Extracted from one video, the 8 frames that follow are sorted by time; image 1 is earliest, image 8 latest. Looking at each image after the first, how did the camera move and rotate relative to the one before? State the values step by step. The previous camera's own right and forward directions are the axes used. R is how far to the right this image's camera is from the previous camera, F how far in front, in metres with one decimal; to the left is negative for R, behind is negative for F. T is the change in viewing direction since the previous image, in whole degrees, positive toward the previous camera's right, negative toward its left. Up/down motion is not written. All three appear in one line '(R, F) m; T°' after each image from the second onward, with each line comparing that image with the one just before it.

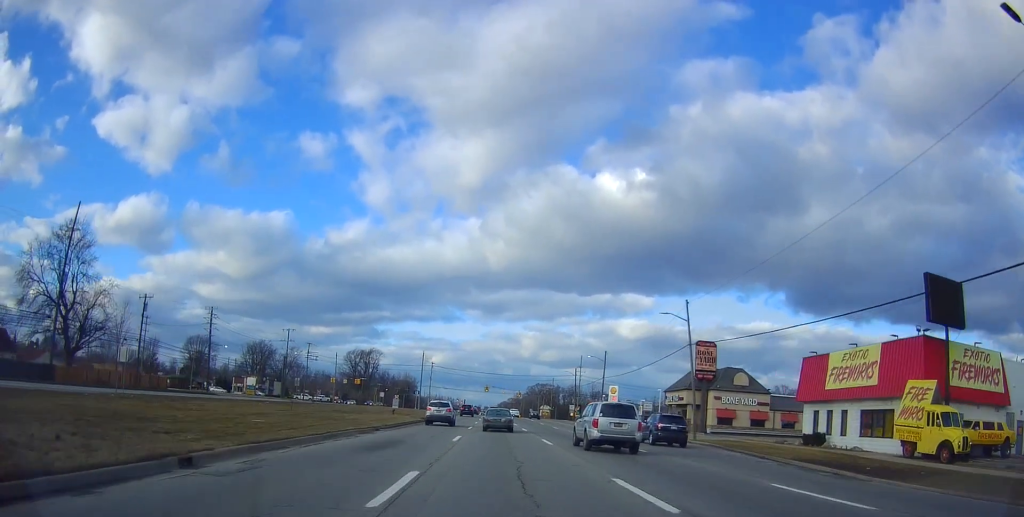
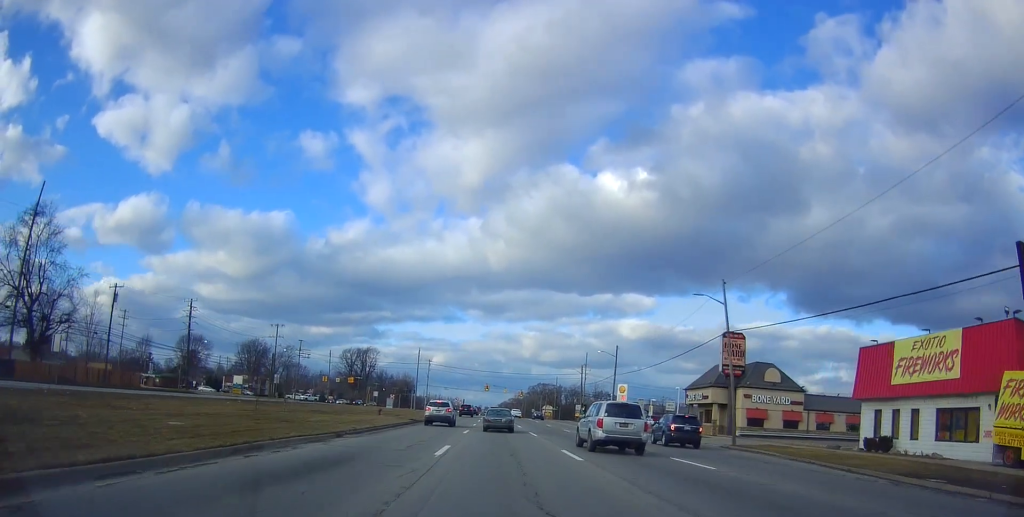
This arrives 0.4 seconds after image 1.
(-0.4, +7.5) m; 0°
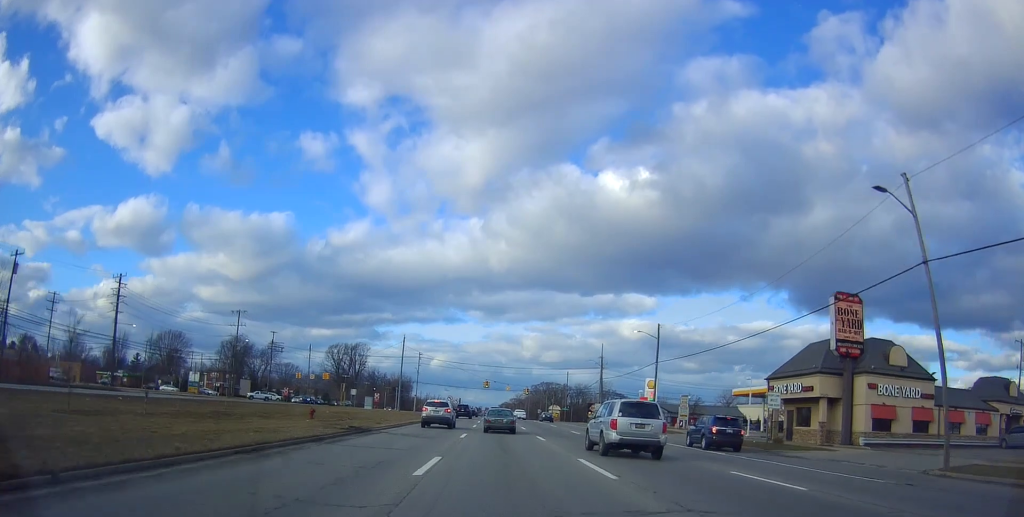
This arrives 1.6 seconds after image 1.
(+0.6, +20.1) m; 0°
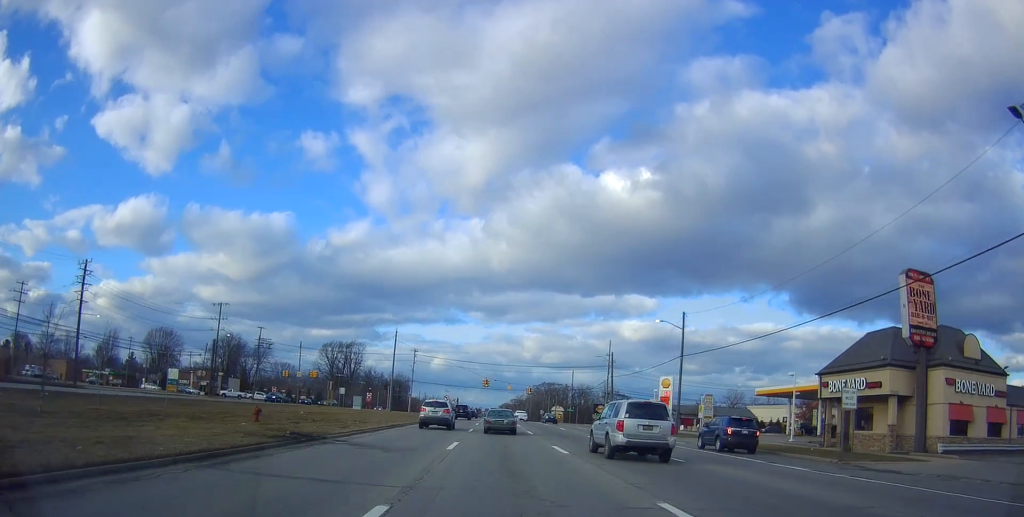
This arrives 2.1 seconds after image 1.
(-0.3, +7.9) m; -1°
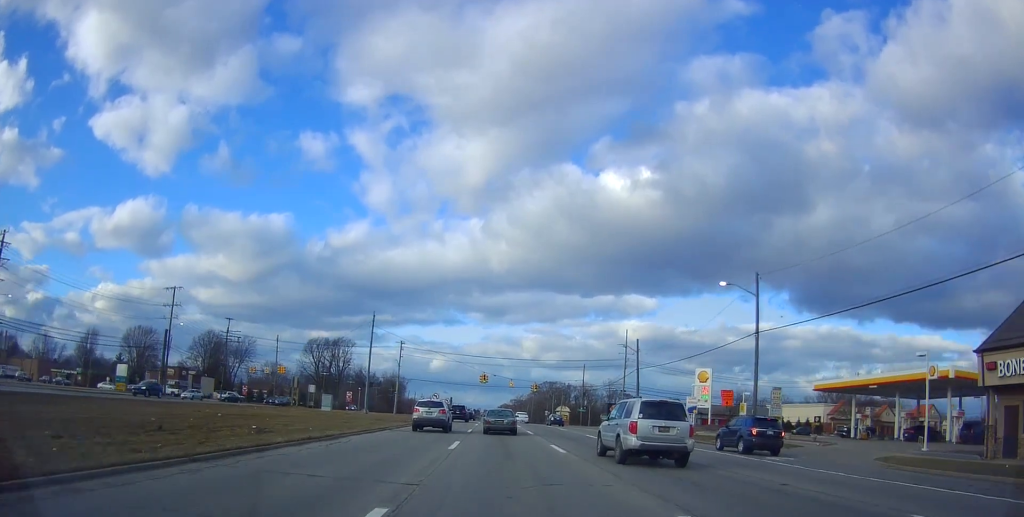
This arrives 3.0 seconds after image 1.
(-0.3, +15.7) m; 0°
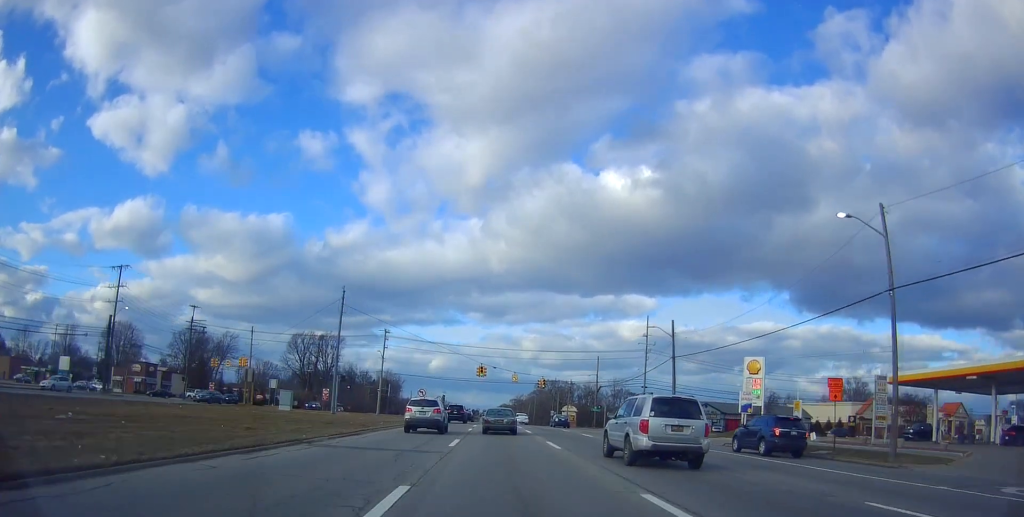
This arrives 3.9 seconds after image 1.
(+0.3, +14.2) m; +2°
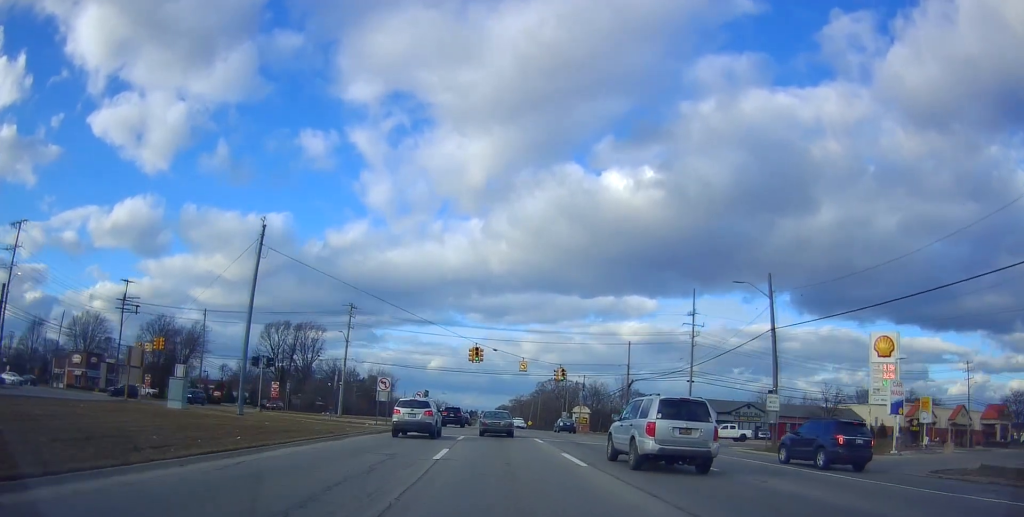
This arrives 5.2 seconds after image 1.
(+0.4, +20.6) m; 0°
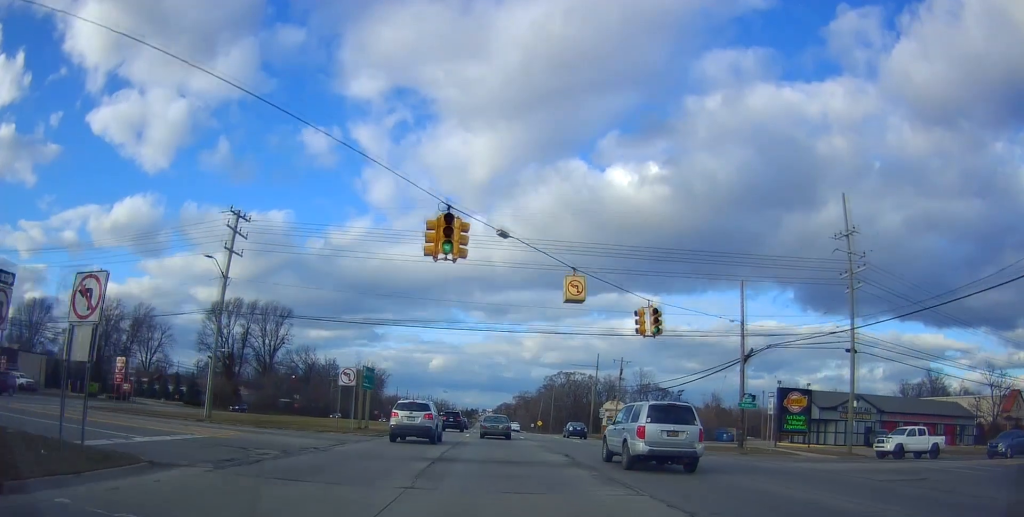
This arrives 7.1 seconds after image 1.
(-0.8, +30.7) m; 0°
